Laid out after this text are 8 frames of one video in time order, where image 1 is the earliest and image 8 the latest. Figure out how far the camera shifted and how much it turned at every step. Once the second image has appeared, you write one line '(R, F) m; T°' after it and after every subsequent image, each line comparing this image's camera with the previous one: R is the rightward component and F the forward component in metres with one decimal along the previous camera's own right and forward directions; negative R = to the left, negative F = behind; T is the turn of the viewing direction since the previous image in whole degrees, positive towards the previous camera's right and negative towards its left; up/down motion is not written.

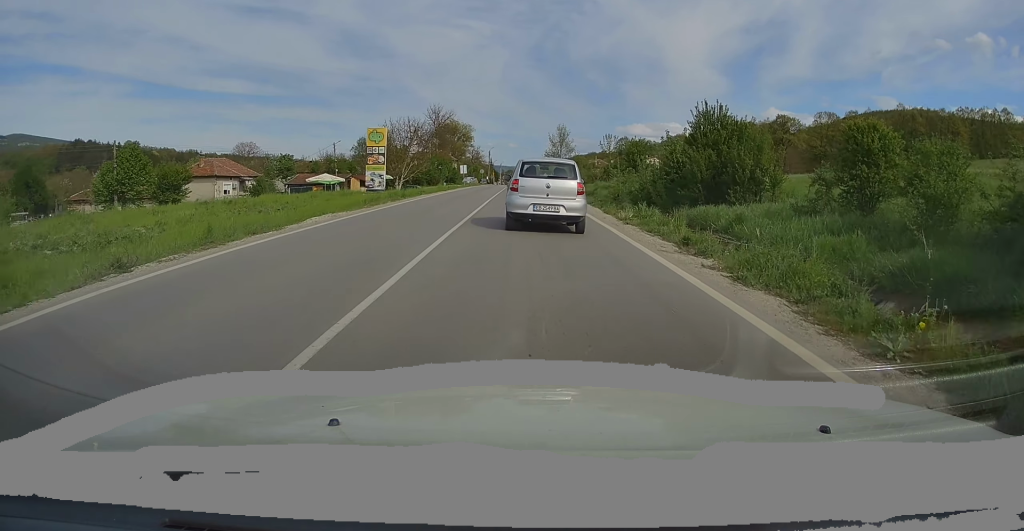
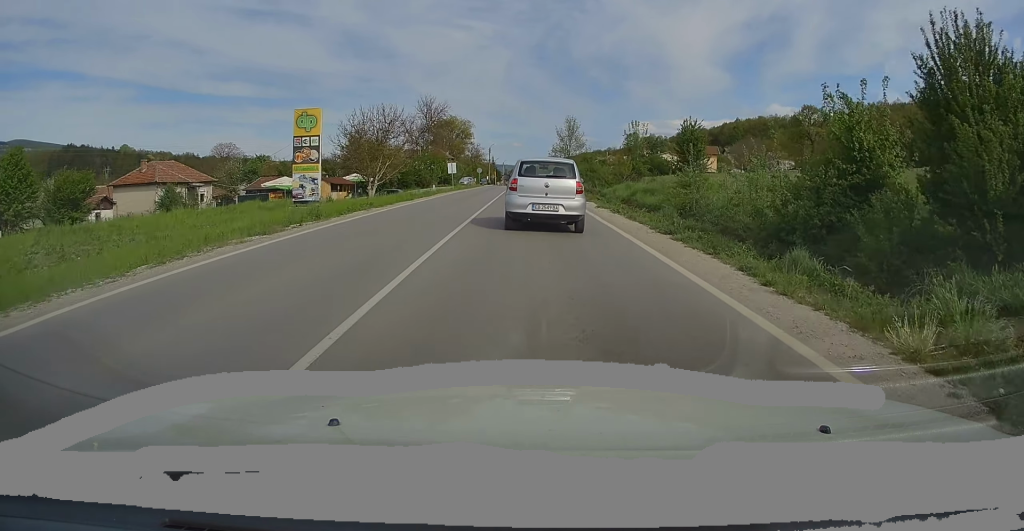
(+0.1, +14.9) m; +1°
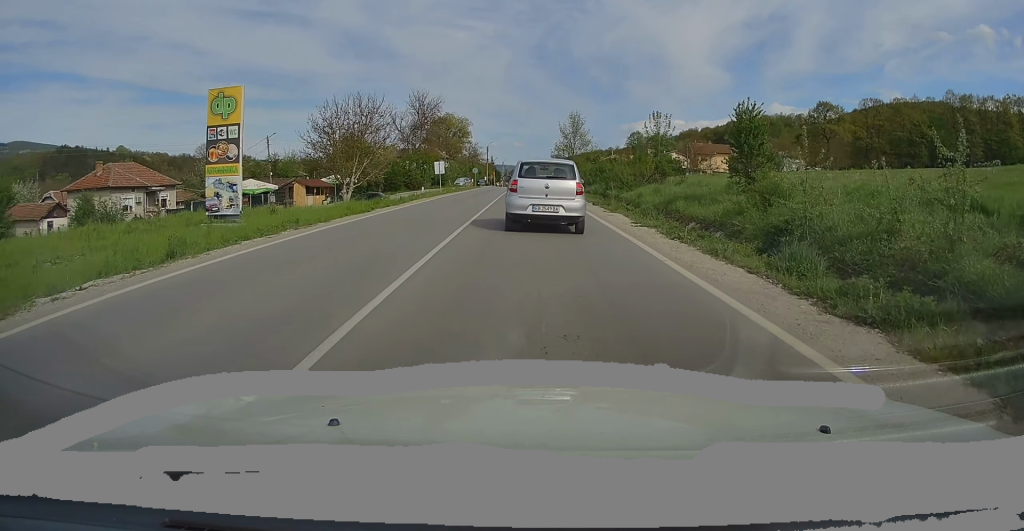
(0.0, +8.7) m; 0°
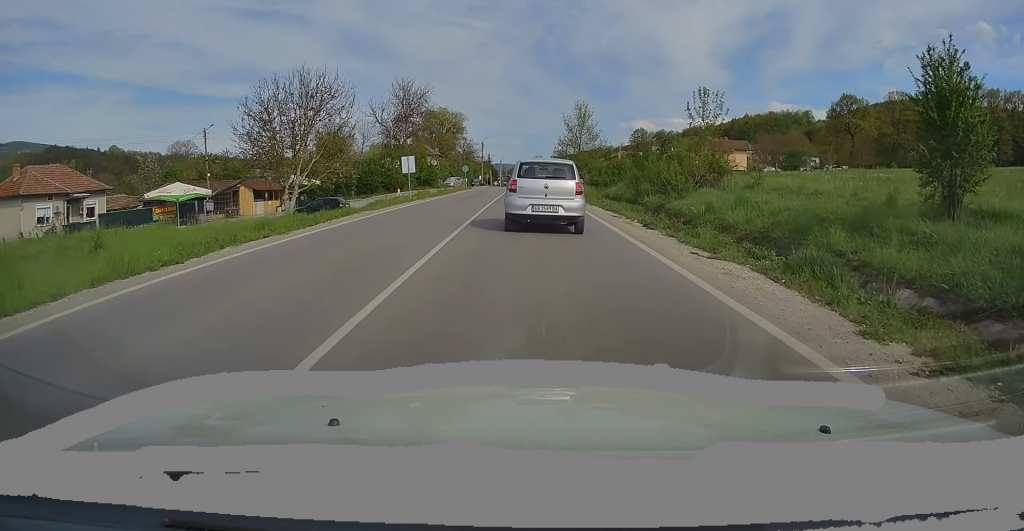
(0.0, +12.6) m; 0°
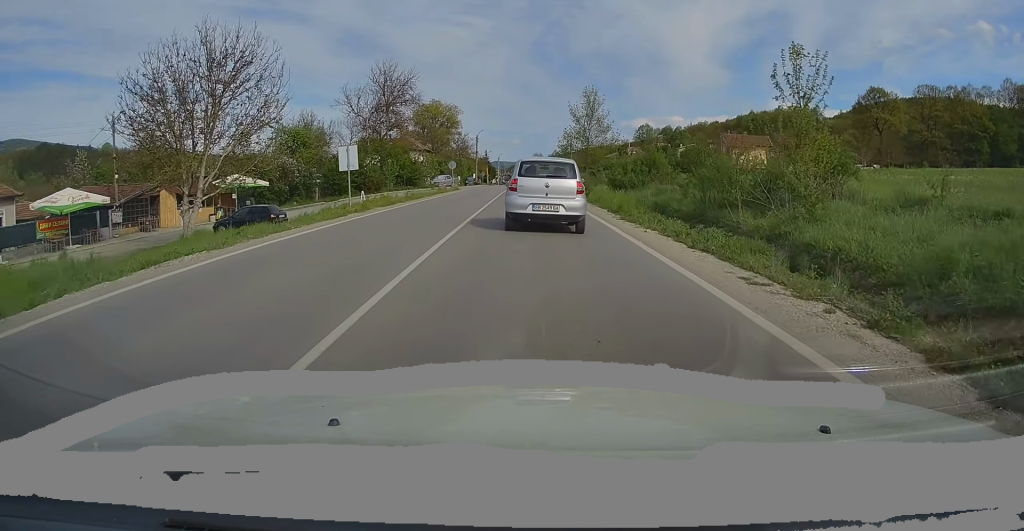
(0.0, +12.3) m; 0°
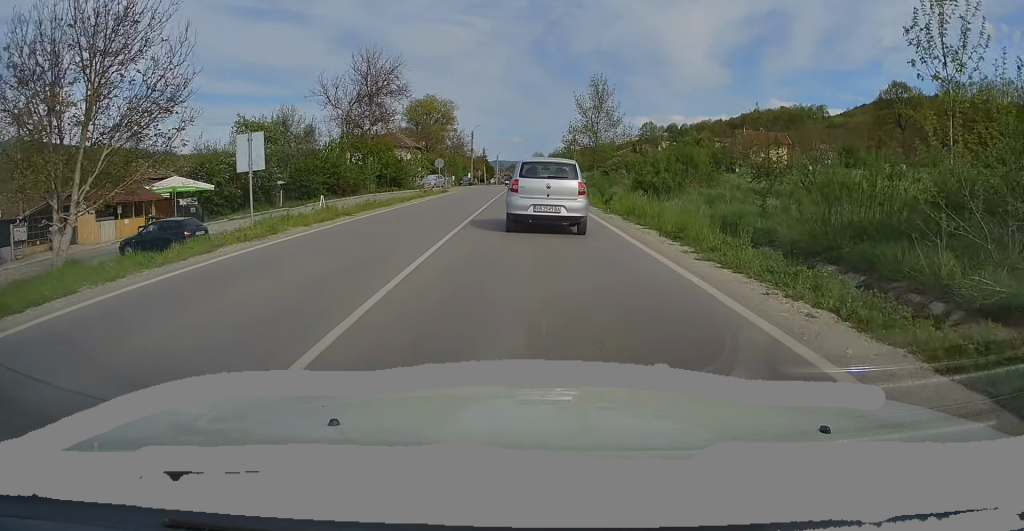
(0.0, +8.7) m; 0°
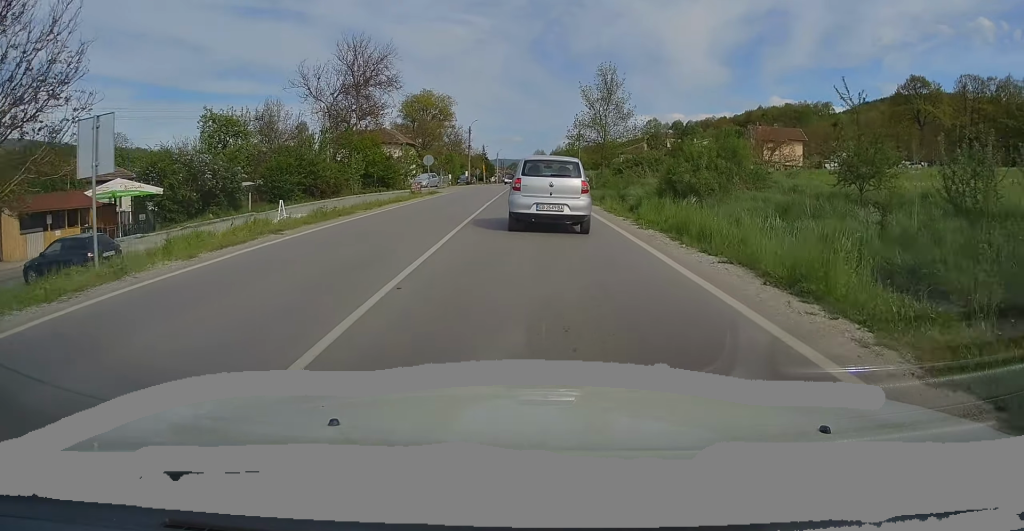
(0.0, +6.1) m; 0°
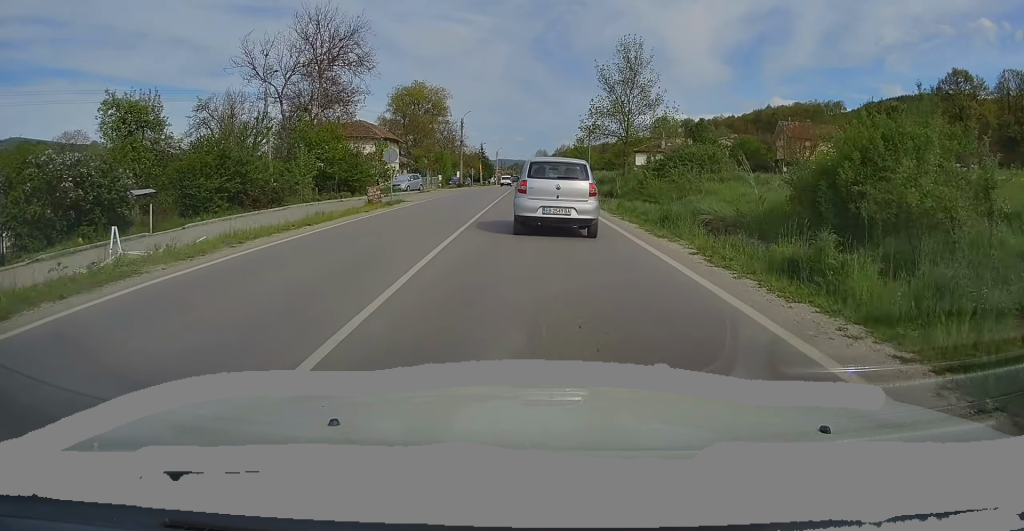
(0.0, +12.7) m; 0°
